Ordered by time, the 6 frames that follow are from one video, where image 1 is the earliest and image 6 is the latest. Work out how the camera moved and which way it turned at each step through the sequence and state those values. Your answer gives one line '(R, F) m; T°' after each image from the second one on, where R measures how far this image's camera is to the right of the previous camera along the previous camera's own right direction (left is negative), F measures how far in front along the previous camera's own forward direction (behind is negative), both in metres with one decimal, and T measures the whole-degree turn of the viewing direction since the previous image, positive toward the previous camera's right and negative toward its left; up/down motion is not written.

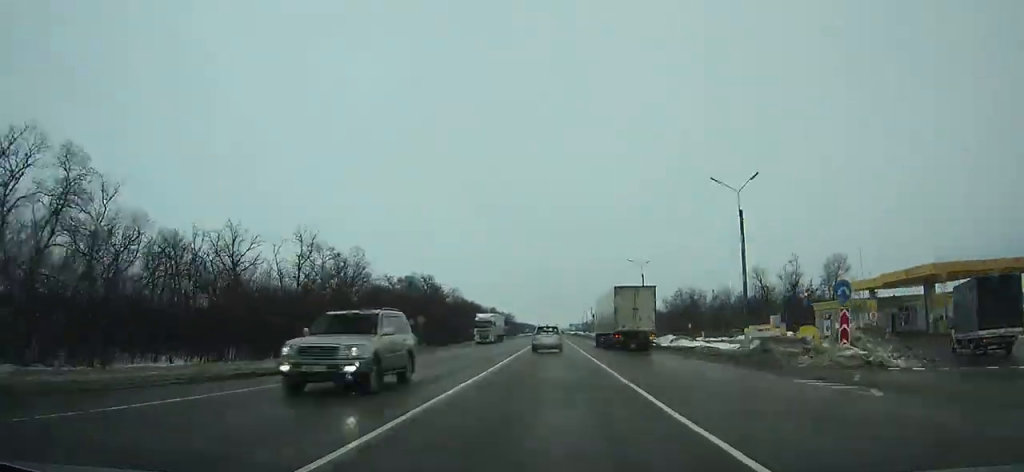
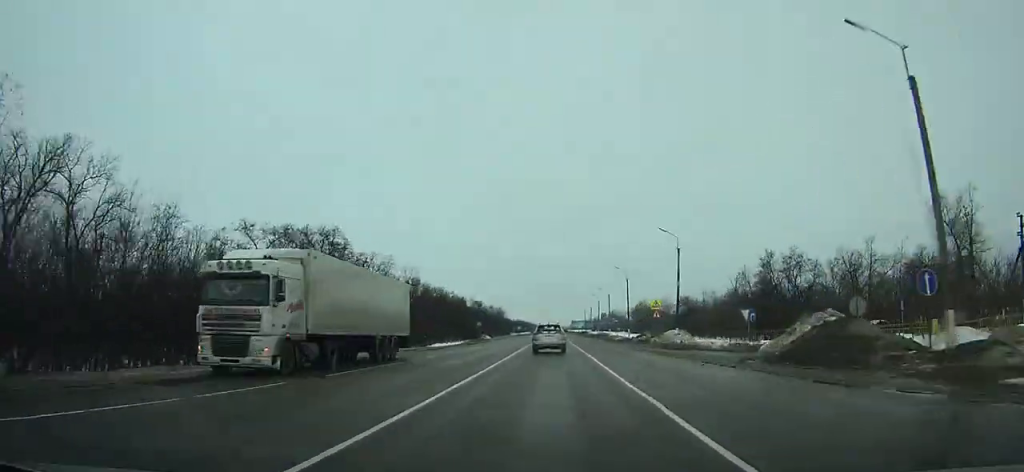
(+3.1, +50.9) m; +3°
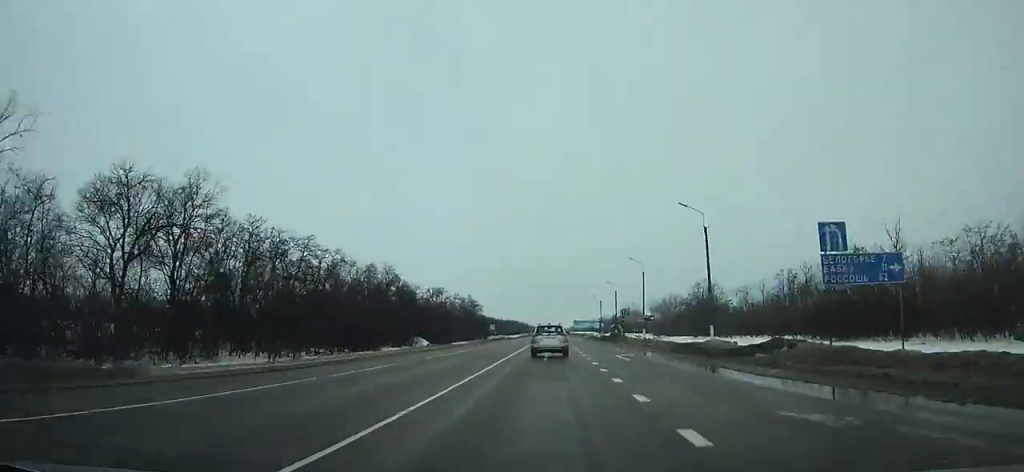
(+0.4, +77.2) m; +1°
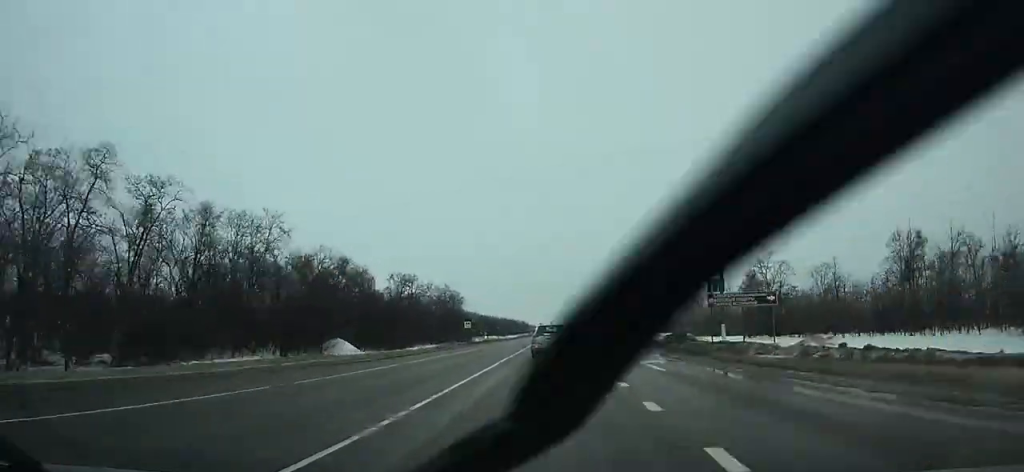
(+0.2, +35.4) m; 0°
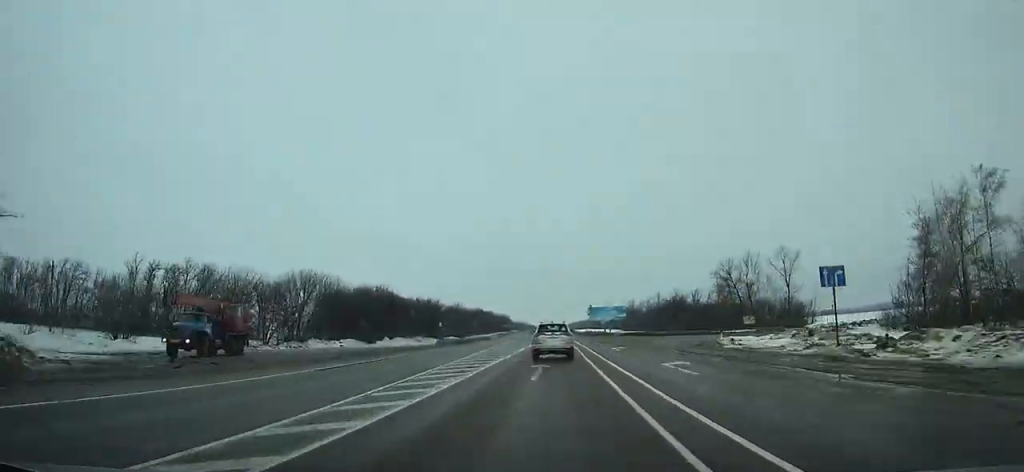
(+0.2, +139.8) m; 0°
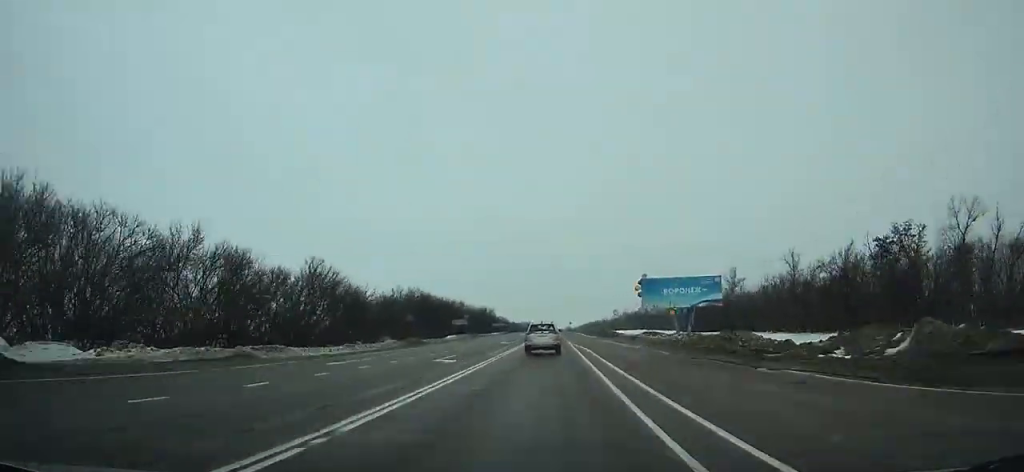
(-0.2, +110.0) m; -1°
